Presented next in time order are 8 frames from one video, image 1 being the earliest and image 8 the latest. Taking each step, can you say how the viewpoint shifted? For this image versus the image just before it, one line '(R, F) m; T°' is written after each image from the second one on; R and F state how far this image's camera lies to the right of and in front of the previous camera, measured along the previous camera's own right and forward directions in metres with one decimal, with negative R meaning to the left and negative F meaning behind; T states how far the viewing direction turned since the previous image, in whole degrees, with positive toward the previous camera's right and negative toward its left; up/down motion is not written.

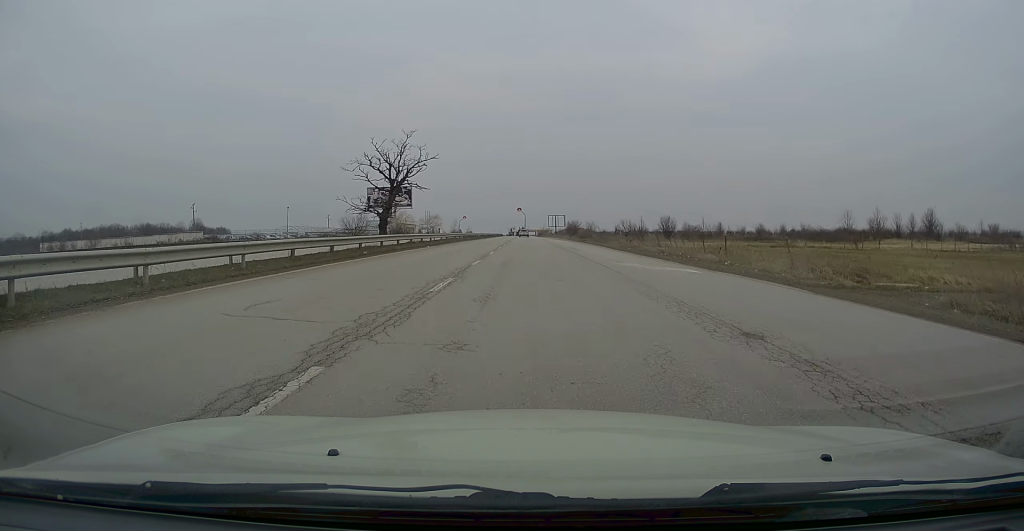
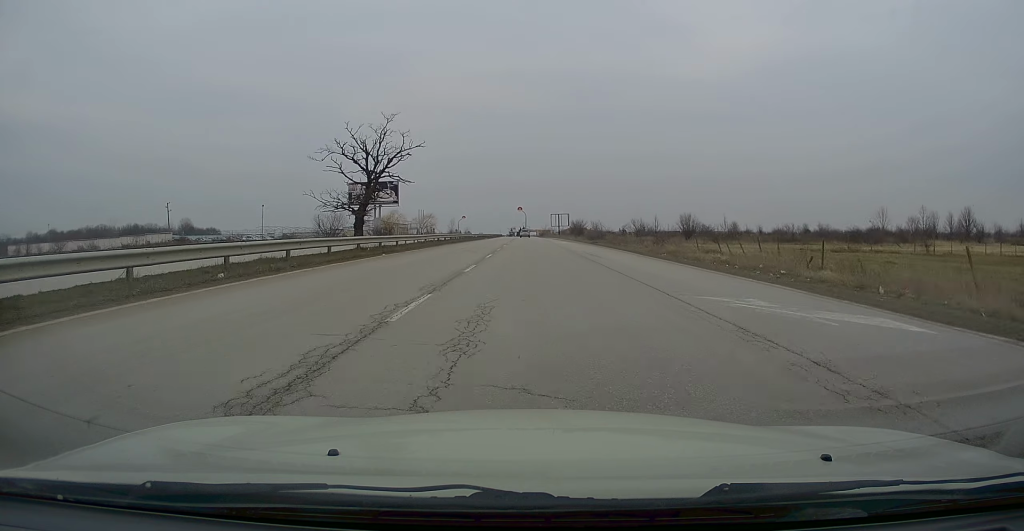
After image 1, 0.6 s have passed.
(+0.1, +11.8) m; 0°
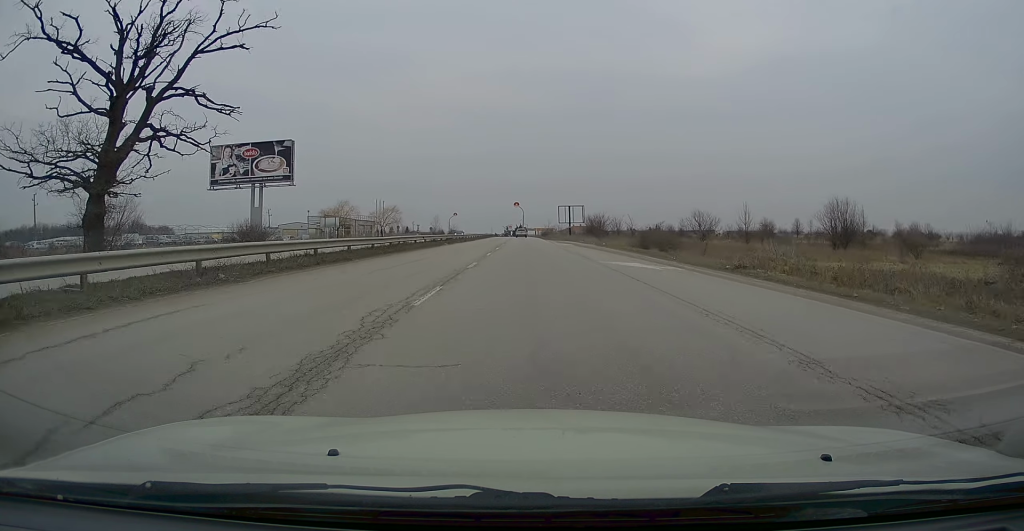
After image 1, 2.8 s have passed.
(+0.4, +42.6) m; +1°
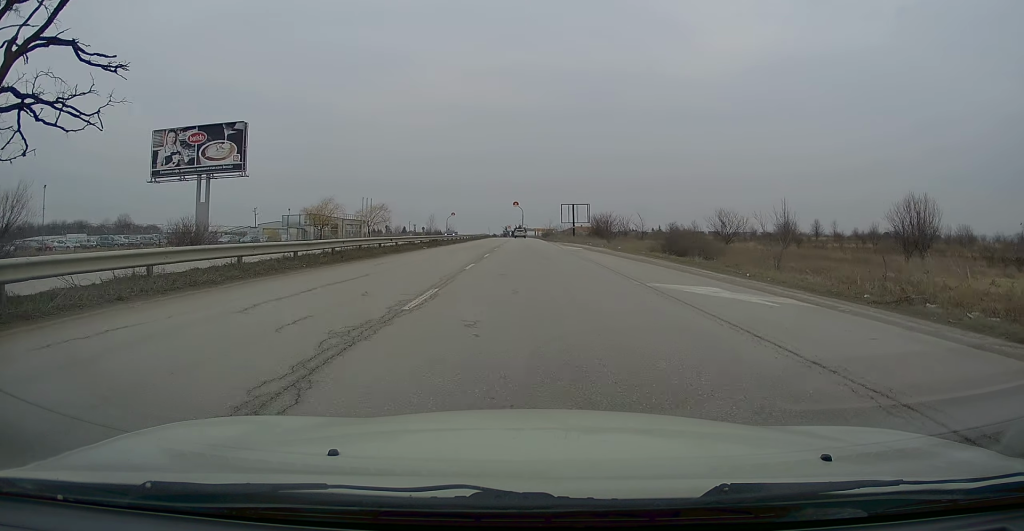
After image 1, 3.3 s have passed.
(-0.1, +9.3) m; -1°
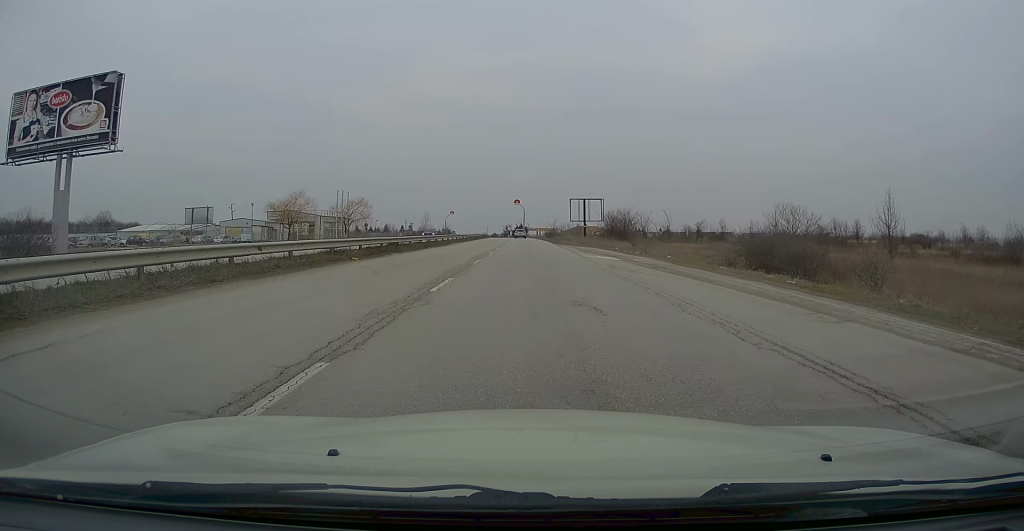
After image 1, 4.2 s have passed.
(-0.1, +15.3) m; -1°
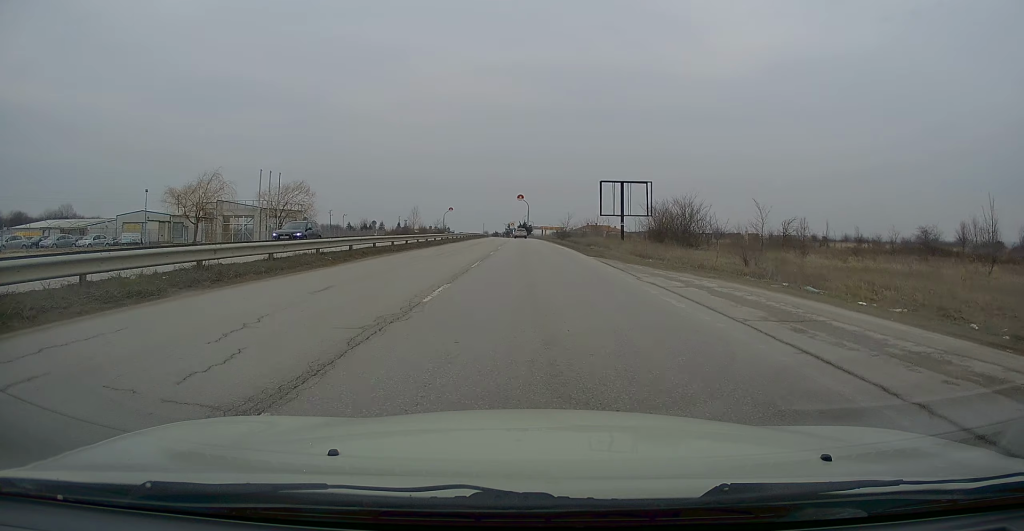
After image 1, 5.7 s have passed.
(0.0, +28.2) m; 0°
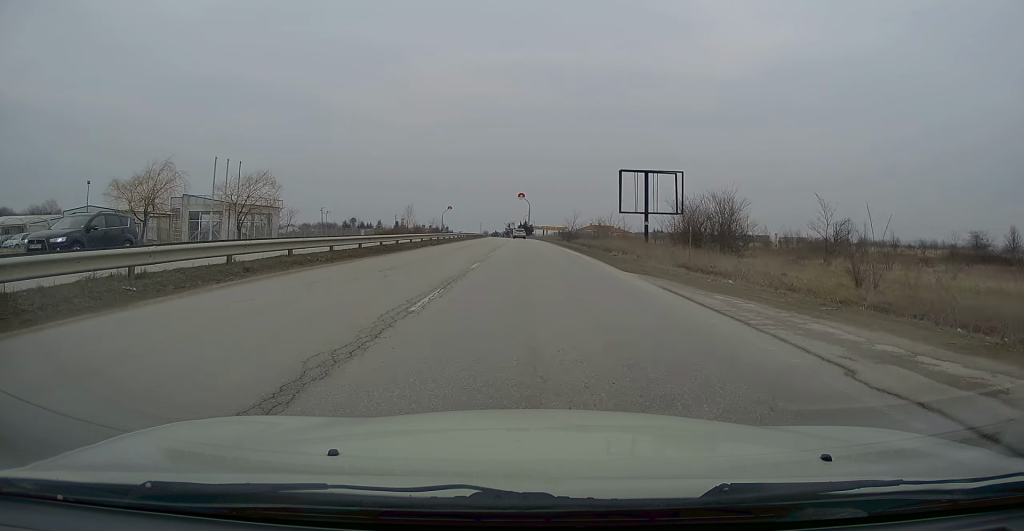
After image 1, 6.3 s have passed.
(+0.1, +10.1) m; 0°
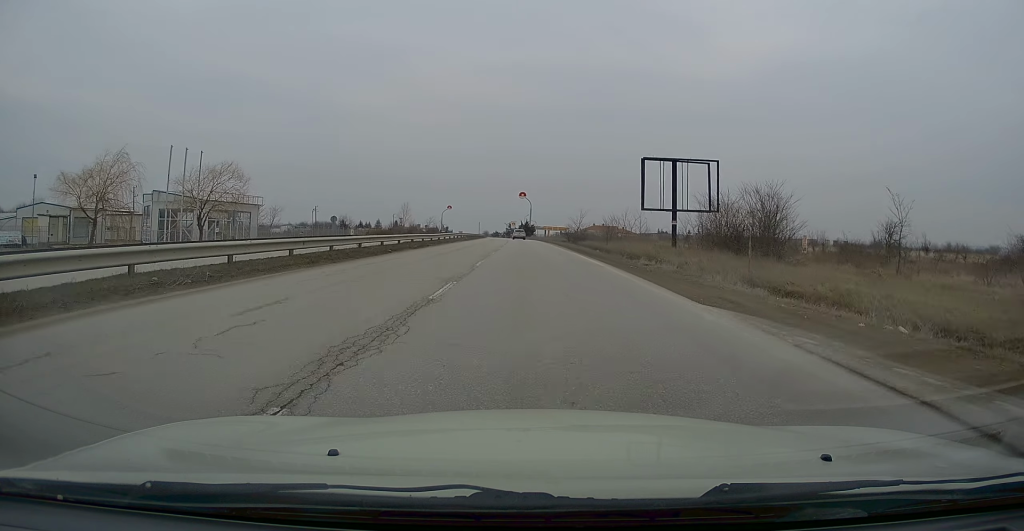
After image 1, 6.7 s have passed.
(0.0, +7.6) m; 0°
